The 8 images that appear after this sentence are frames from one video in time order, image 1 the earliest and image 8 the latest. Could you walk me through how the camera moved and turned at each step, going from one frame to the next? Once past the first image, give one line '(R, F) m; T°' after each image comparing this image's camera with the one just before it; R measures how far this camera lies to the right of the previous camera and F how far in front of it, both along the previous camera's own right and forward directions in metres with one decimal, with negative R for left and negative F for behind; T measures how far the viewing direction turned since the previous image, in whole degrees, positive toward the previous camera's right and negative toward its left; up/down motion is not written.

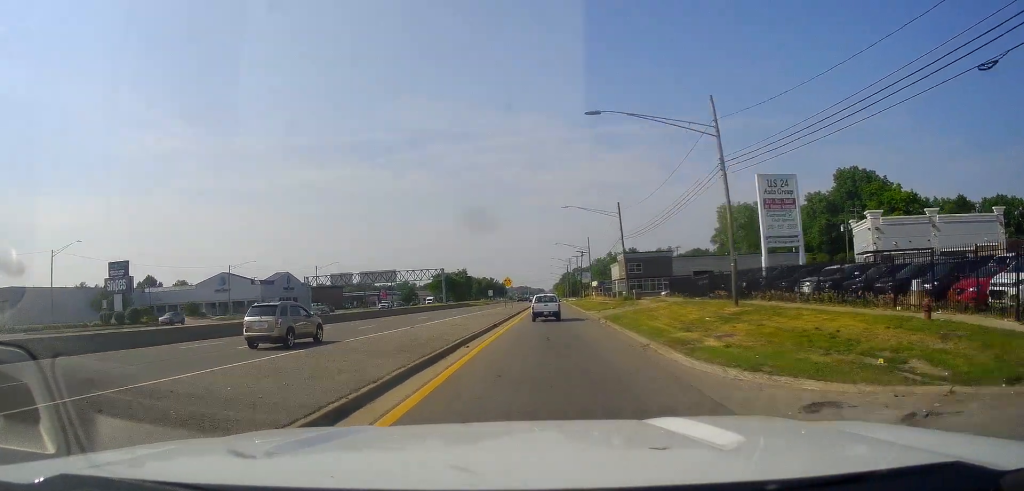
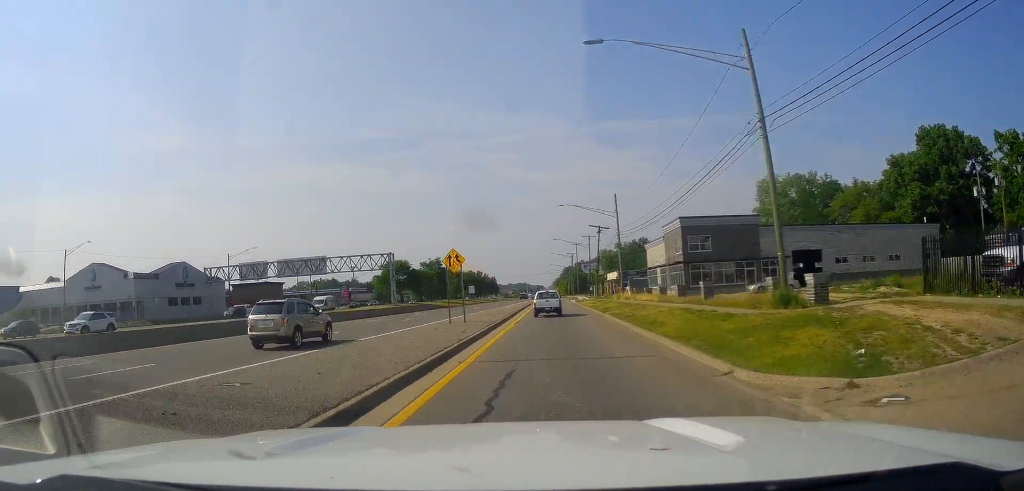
(-0.2, +41.3) m; +1°
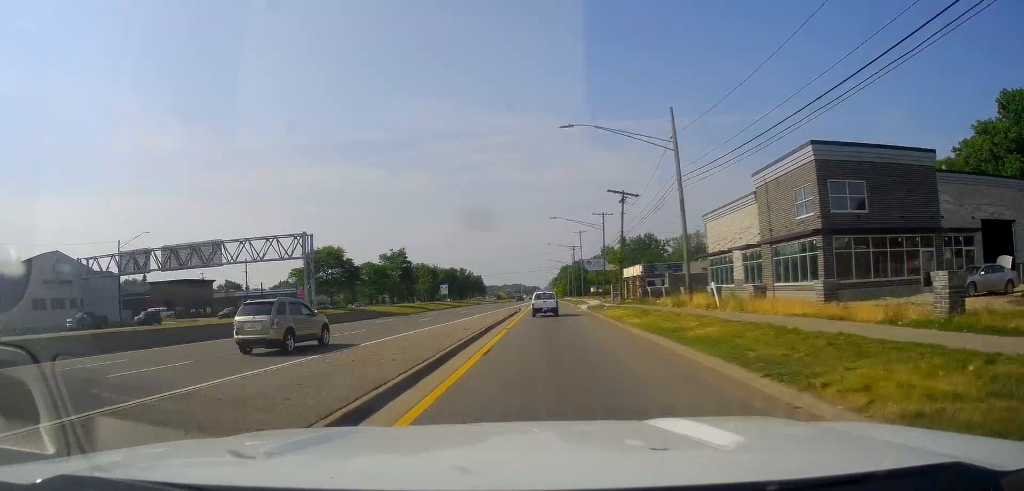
(-0.2, +29.7) m; 0°
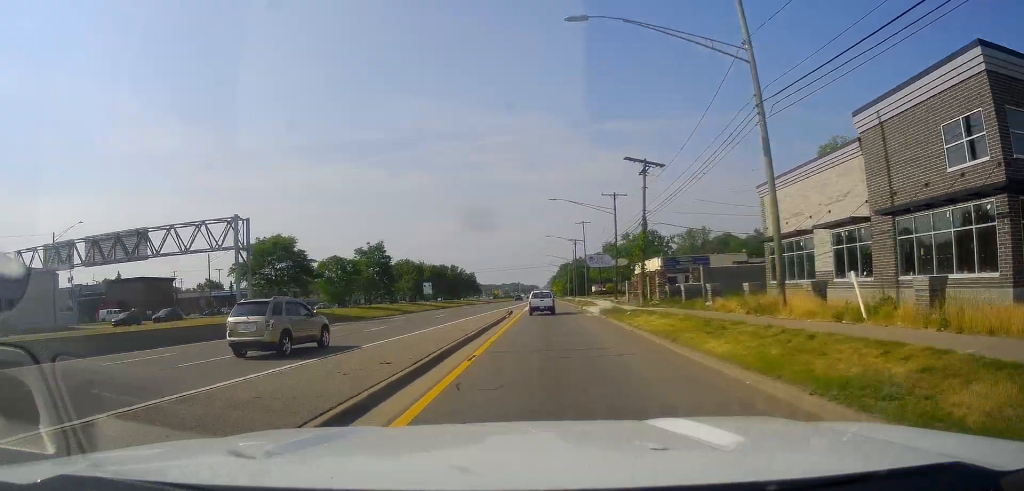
(+0.2, +12.9) m; -1°
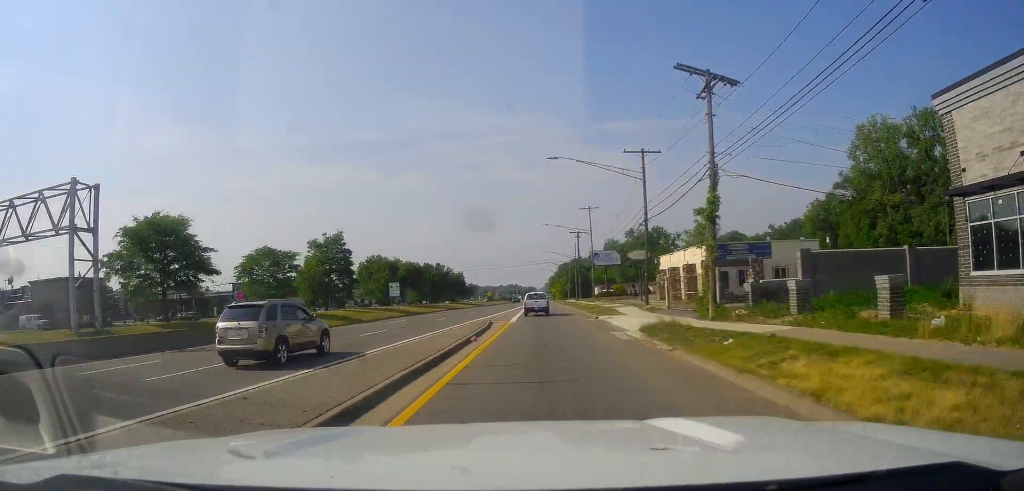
(+0.1, +17.7) m; 0°
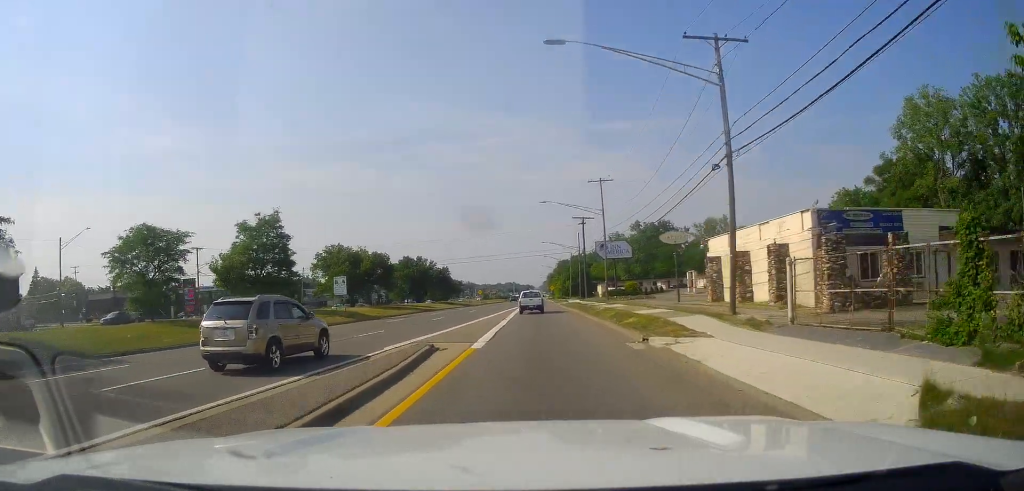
(-0.6, +17.8) m; 0°
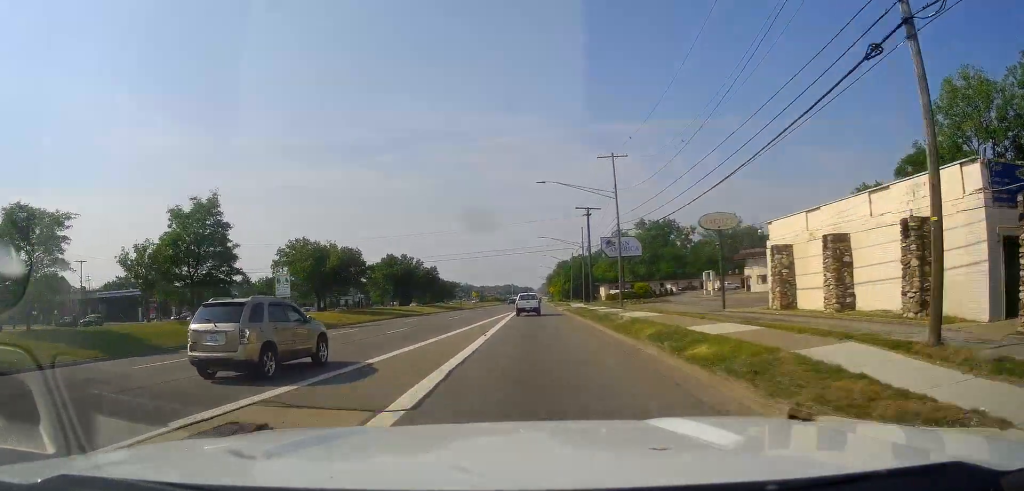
(+0.3, +11.4) m; +1°
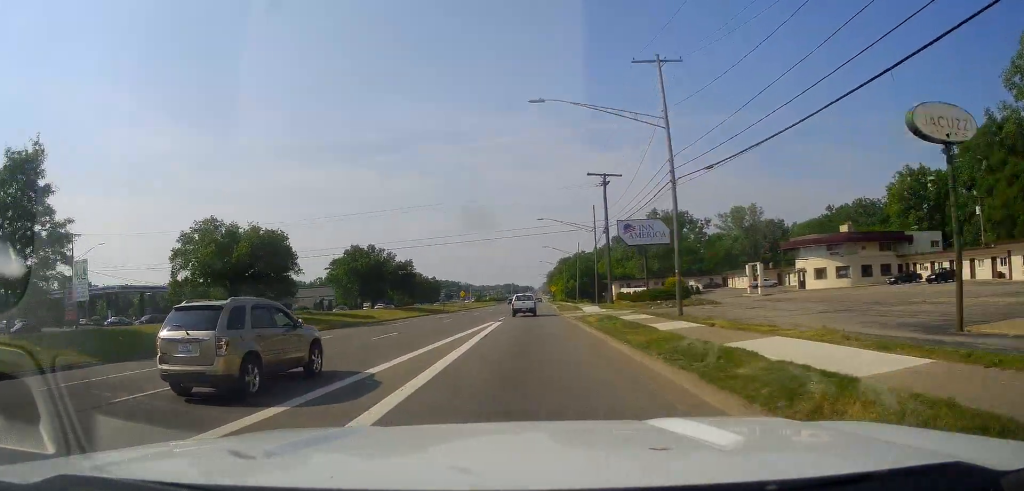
(+0.4, +19.7) m; +1°
